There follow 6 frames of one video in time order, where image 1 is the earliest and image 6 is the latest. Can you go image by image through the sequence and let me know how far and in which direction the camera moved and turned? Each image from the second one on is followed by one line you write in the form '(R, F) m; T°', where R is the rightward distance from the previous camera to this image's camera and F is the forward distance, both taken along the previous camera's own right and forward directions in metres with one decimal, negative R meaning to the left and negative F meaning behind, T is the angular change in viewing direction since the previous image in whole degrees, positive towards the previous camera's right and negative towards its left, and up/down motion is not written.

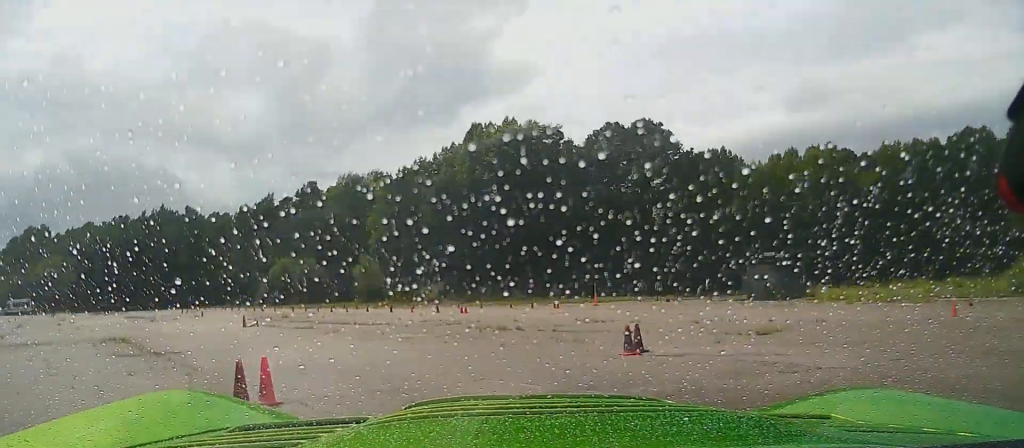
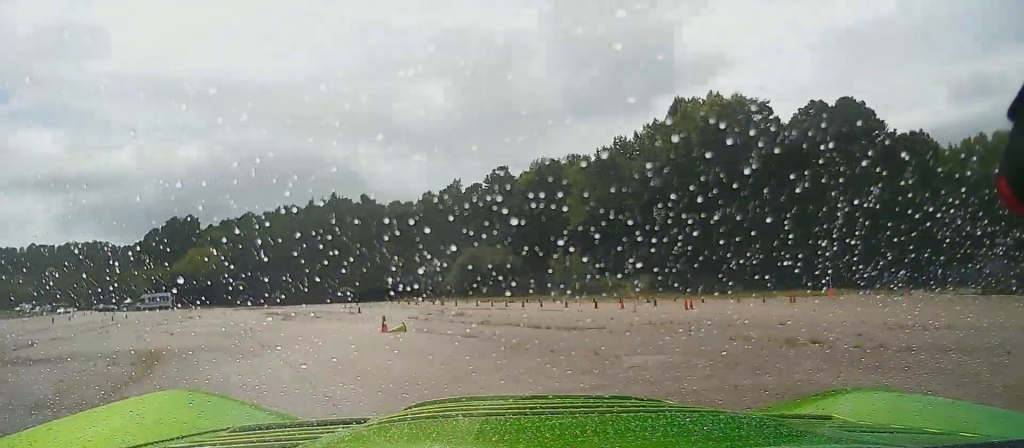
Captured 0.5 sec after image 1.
(-0.2, +7.8) m; -3°
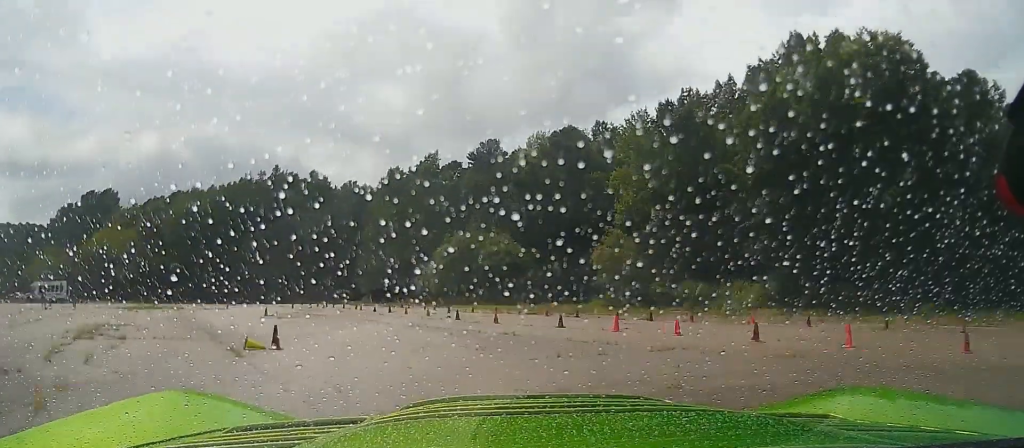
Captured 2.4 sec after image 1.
(-3.6, +30.0) m; -12°
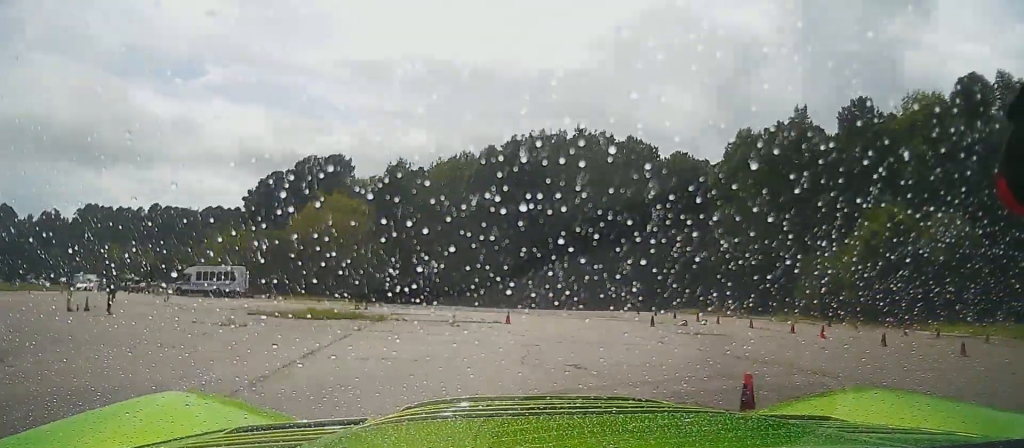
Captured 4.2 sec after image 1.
(-1.2, +32.2) m; -8°
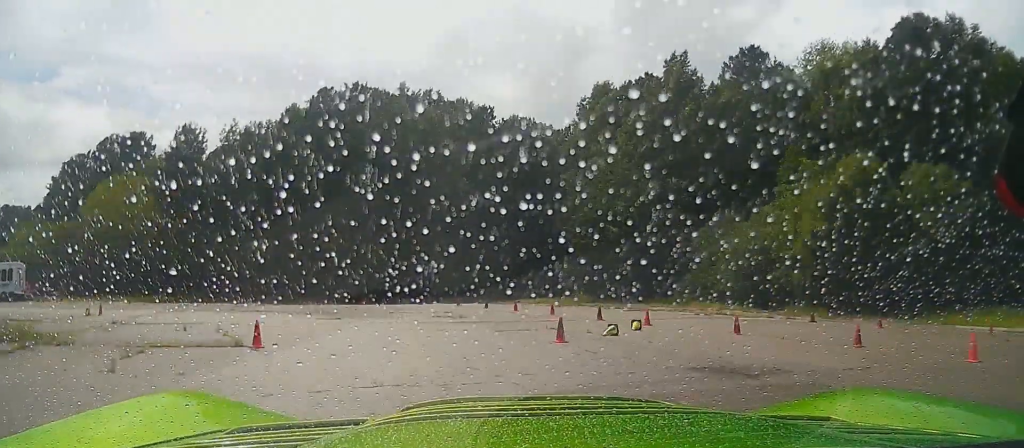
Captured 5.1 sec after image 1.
(-1.7, +15.4) m; -9°
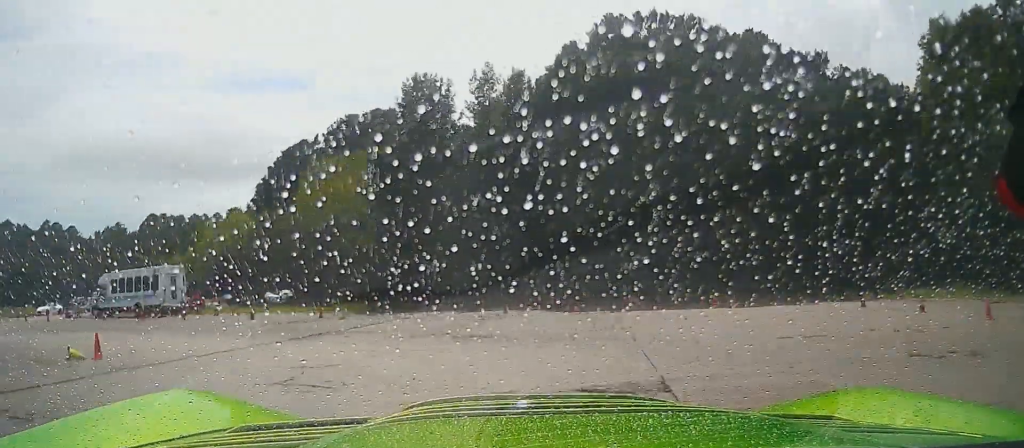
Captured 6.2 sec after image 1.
(-1.5, +18.6) m; -9°
